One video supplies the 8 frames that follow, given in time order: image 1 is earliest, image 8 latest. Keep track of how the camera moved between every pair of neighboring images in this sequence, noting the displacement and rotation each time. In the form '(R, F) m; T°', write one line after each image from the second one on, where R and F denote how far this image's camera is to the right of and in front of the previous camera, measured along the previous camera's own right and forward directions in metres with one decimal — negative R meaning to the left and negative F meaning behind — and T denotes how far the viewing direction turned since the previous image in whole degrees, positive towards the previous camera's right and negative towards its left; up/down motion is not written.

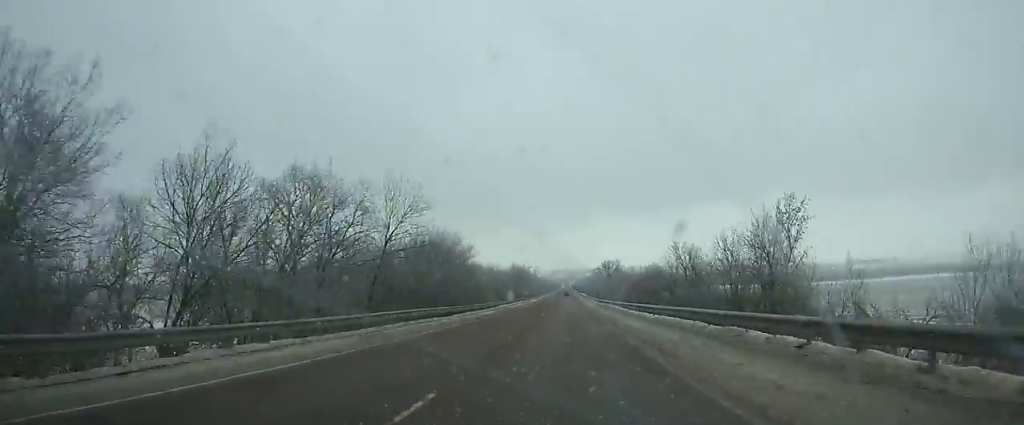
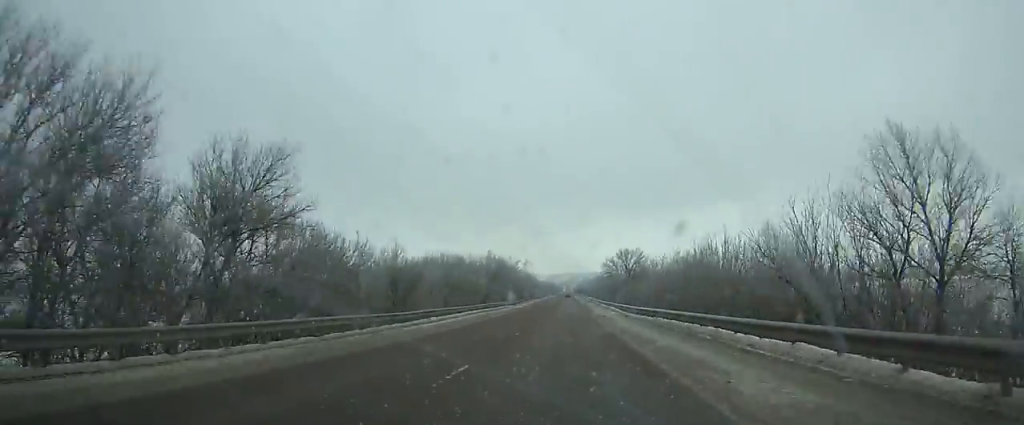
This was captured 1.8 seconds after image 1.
(0.0, +43.9) m; 0°
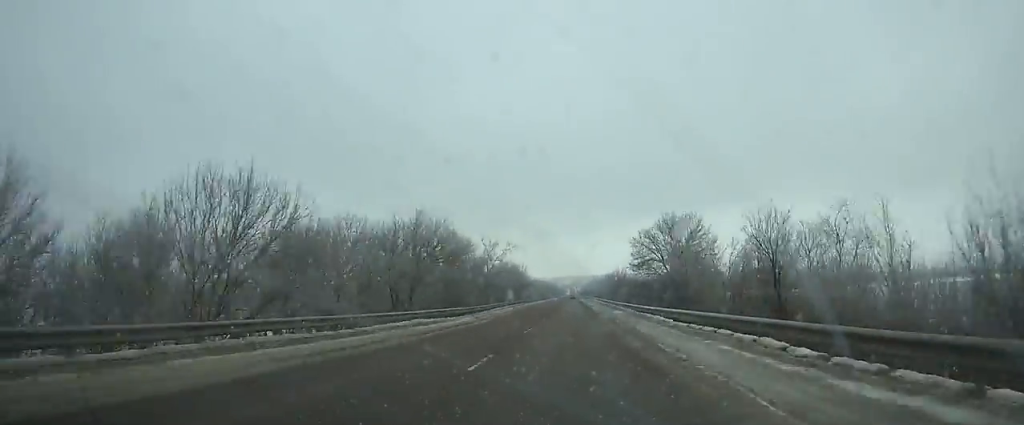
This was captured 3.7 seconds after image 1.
(-0.1, +46.5) m; 0°
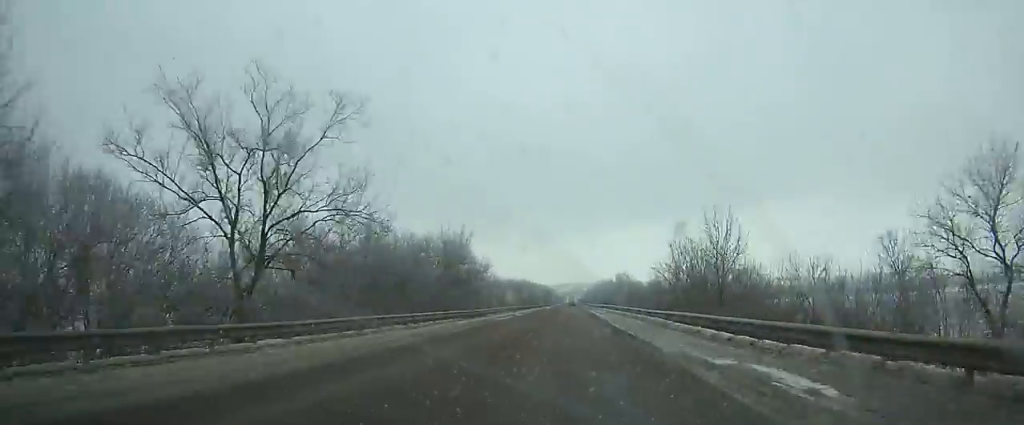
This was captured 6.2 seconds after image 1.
(0.0, +60.7) m; 0°
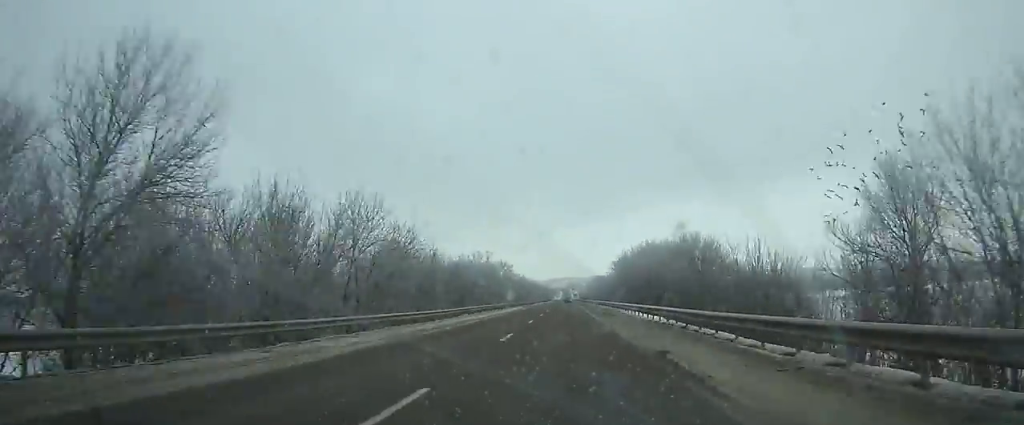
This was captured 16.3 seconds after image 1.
(+0.8, +238.0) m; 0°
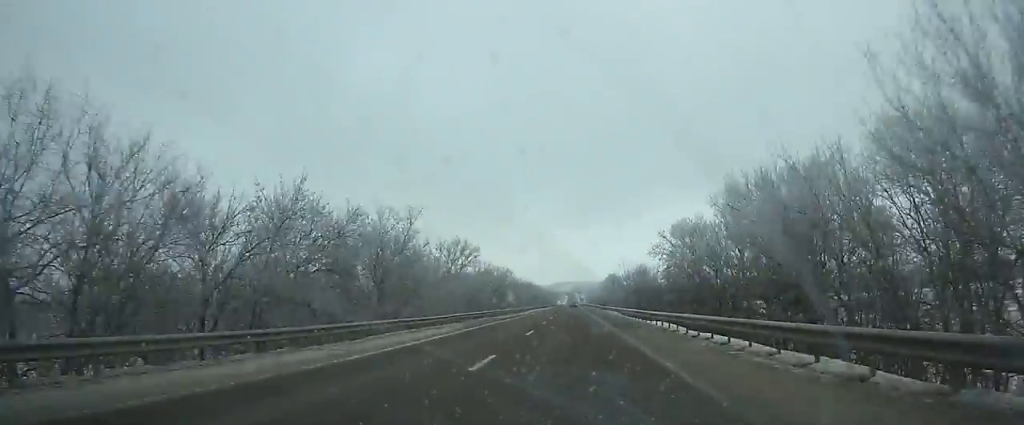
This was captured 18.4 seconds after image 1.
(-0.1, +51.8) m; 0°
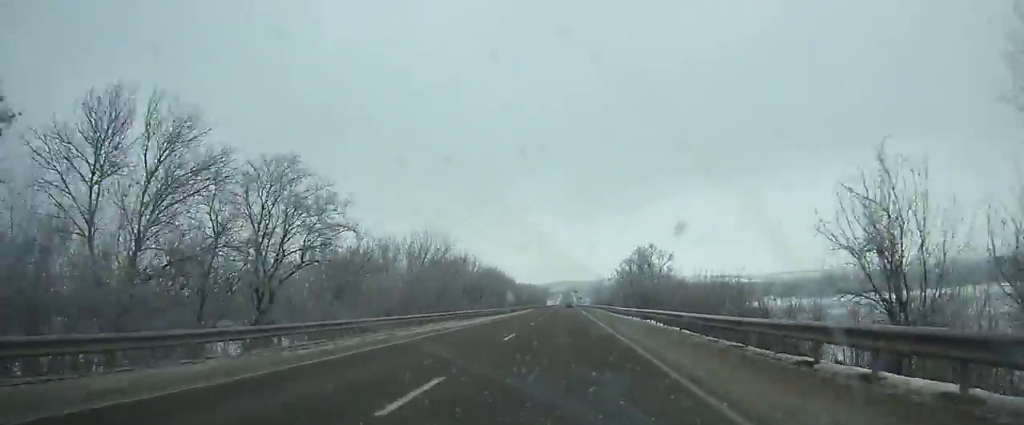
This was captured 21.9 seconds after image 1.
(0.0, +87.9) m; 0°
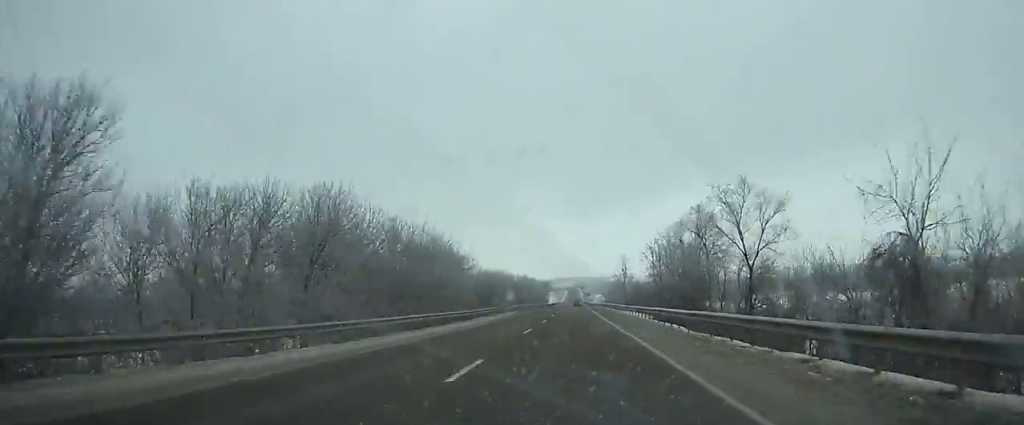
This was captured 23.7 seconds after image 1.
(0.0, +45.4) m; 0°
